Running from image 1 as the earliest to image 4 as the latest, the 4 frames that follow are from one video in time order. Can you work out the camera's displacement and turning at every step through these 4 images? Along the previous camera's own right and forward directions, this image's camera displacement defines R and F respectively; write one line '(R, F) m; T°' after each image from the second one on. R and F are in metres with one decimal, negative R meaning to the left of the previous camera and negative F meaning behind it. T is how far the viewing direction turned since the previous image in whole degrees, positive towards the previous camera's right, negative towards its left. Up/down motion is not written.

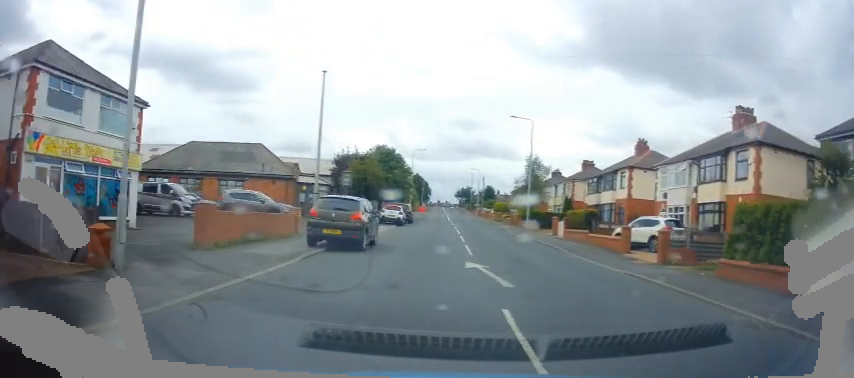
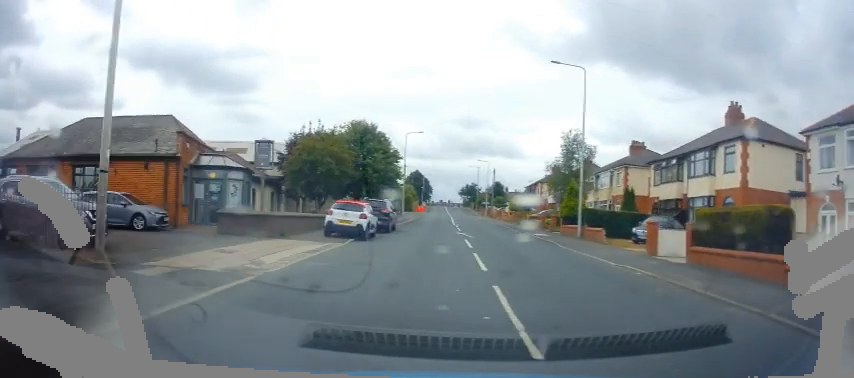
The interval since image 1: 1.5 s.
(-0.2, +16.2) m; -2°
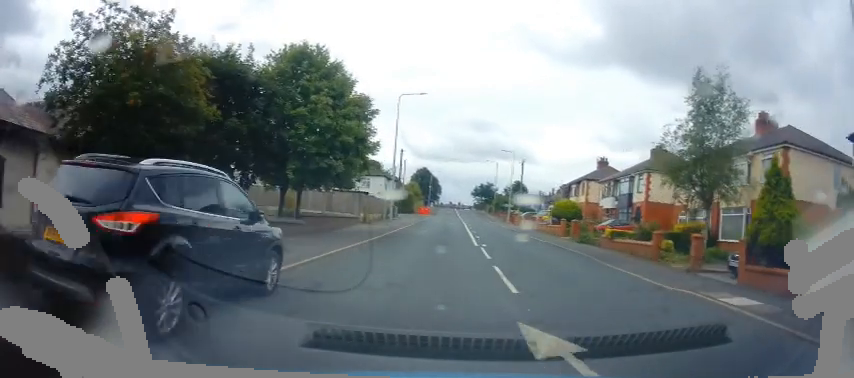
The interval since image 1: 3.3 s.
(+0.2, +20.1) m; +1°
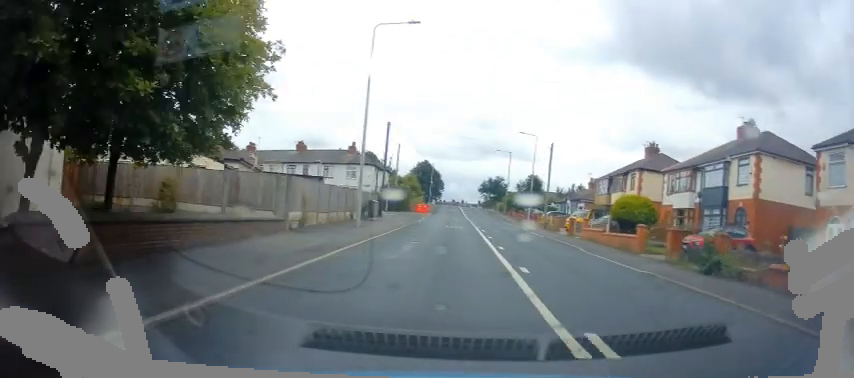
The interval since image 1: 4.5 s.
(-0.1, +14.4) m; -1°
